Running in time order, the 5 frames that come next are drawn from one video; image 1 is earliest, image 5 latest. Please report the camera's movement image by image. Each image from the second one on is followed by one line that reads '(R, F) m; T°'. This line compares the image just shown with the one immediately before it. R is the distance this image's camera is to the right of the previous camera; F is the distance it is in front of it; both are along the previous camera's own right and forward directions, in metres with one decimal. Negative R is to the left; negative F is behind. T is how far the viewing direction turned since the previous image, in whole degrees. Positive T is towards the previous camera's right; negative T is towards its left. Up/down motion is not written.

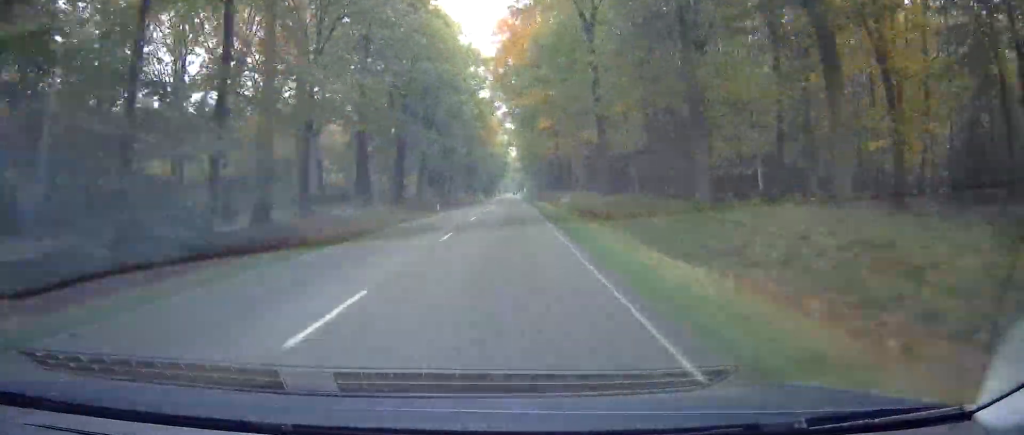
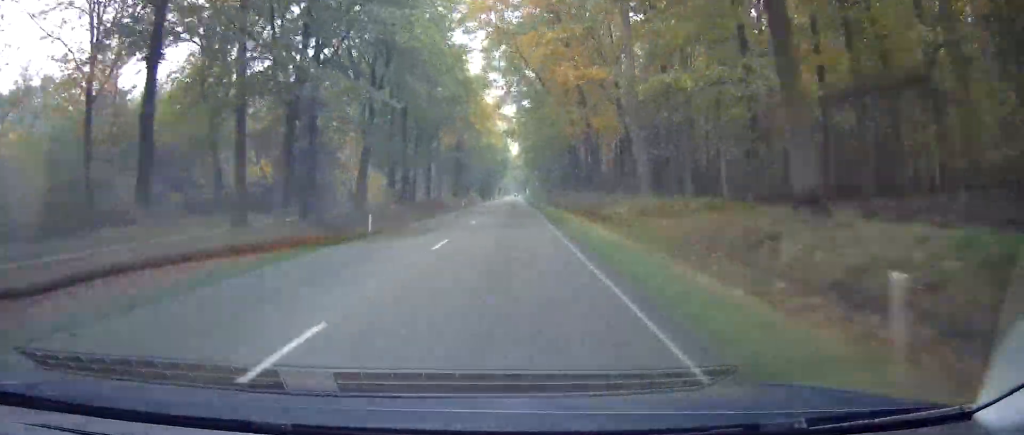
(0.0, +28.0) m; 0°
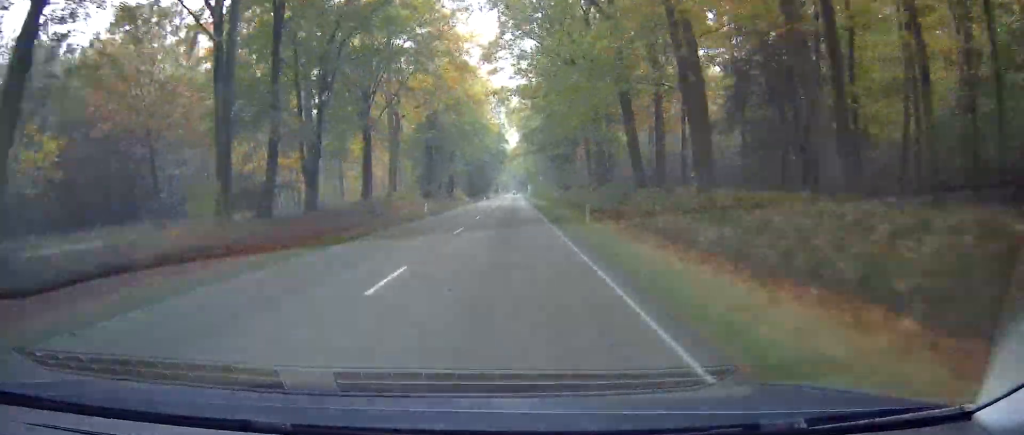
(+0.4, +32.7) m; 0°
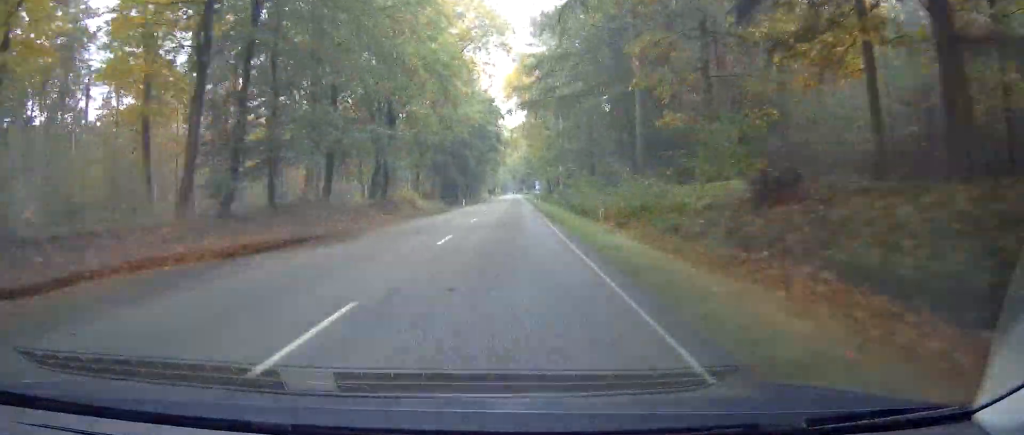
(-0.6, +54.7) m; -1°
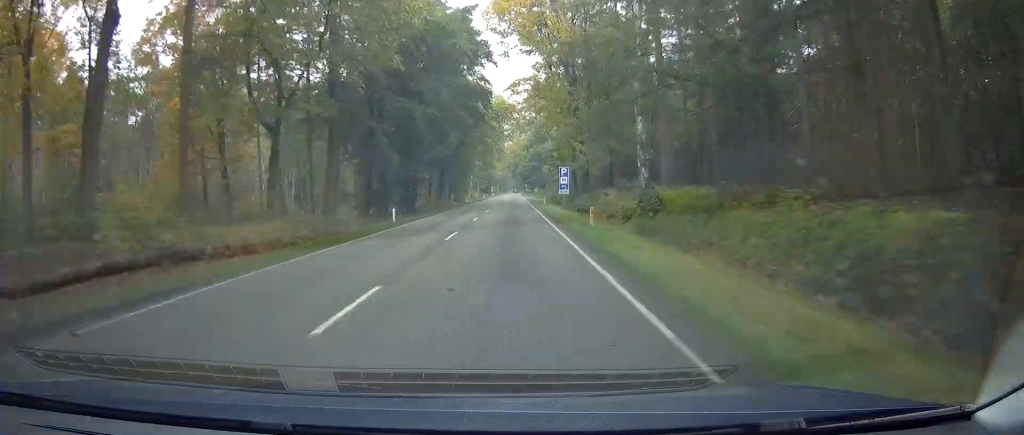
(0.0, +47.5) m; 0°
